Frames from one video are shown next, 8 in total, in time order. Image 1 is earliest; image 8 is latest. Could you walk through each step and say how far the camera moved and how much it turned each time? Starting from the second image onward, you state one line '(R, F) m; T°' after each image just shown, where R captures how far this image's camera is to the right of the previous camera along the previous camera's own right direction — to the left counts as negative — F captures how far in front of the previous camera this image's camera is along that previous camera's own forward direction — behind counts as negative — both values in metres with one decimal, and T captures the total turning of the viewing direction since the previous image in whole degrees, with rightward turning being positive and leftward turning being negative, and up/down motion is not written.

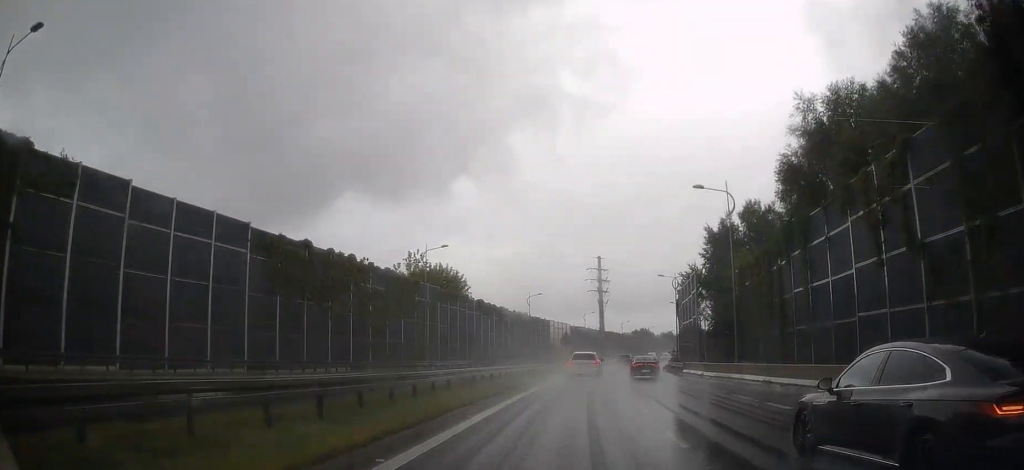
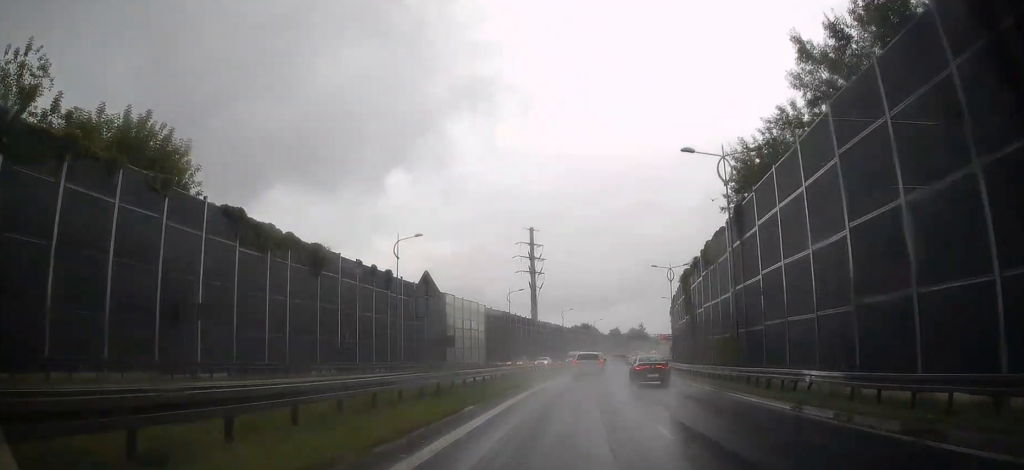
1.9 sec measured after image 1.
(+2.6, +47.7) m; +7°
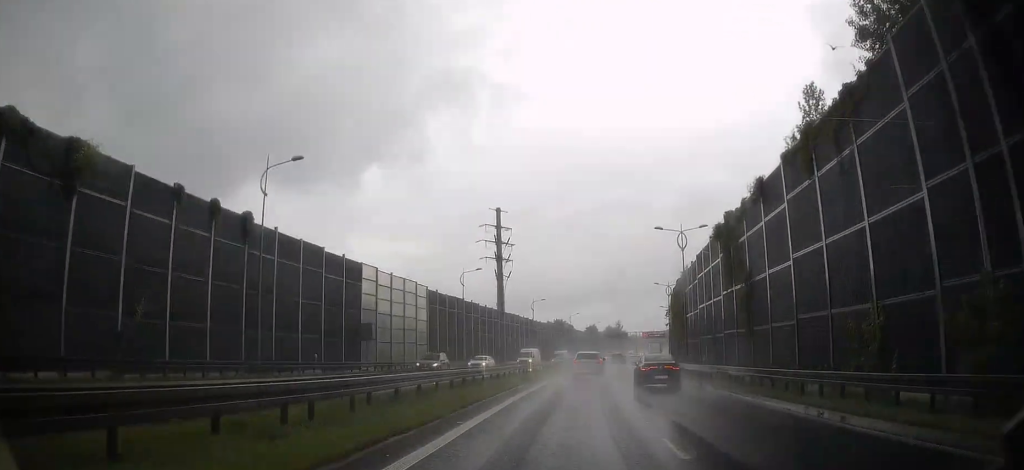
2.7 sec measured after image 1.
(+0.4, +20.2) m; +2°
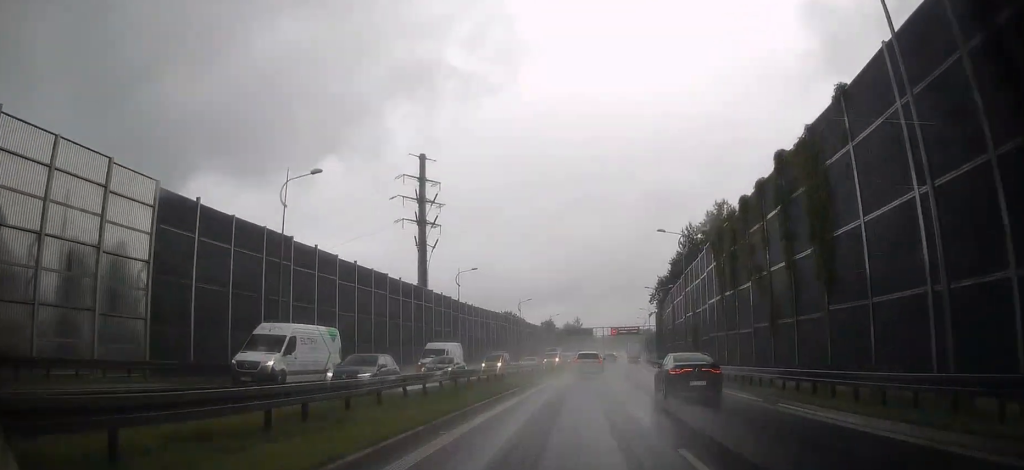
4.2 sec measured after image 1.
(+1.1, +37.3) m; +3°
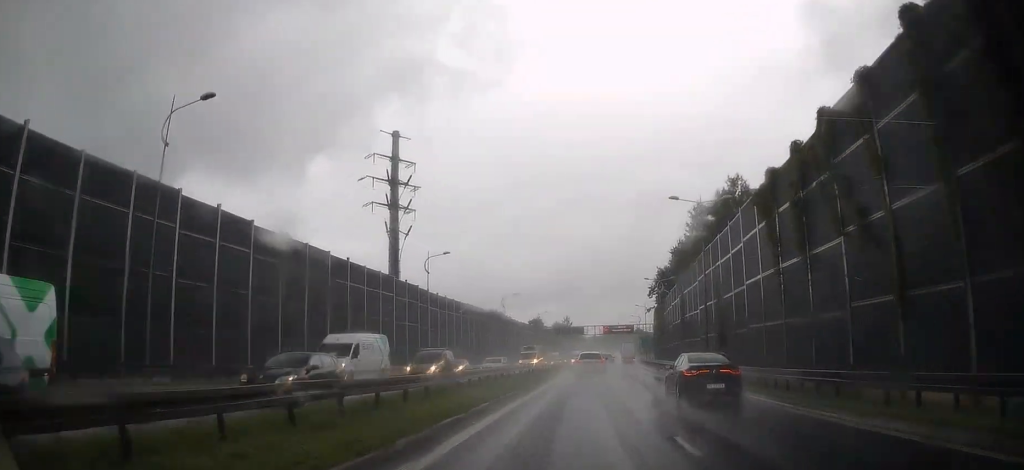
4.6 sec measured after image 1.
(0.0, +10.6) m; +1°
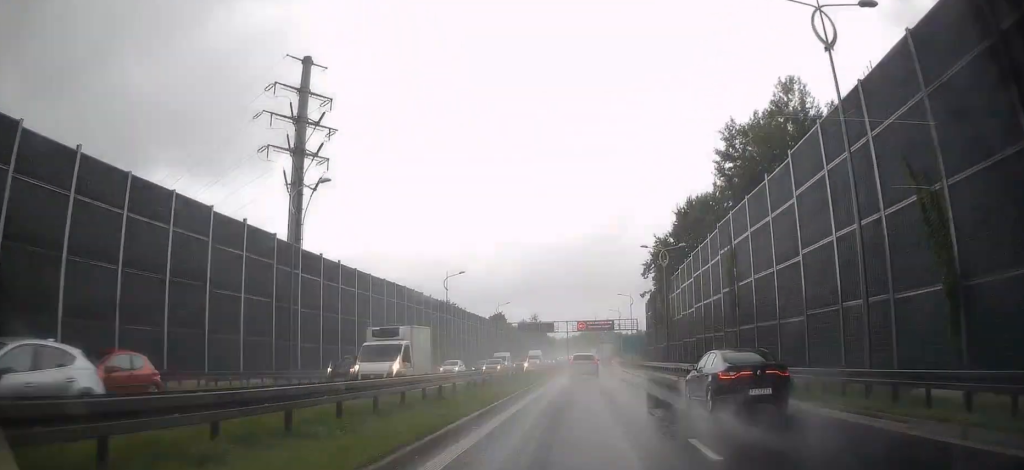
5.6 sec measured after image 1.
(+0.5, +23.6) m; +2°
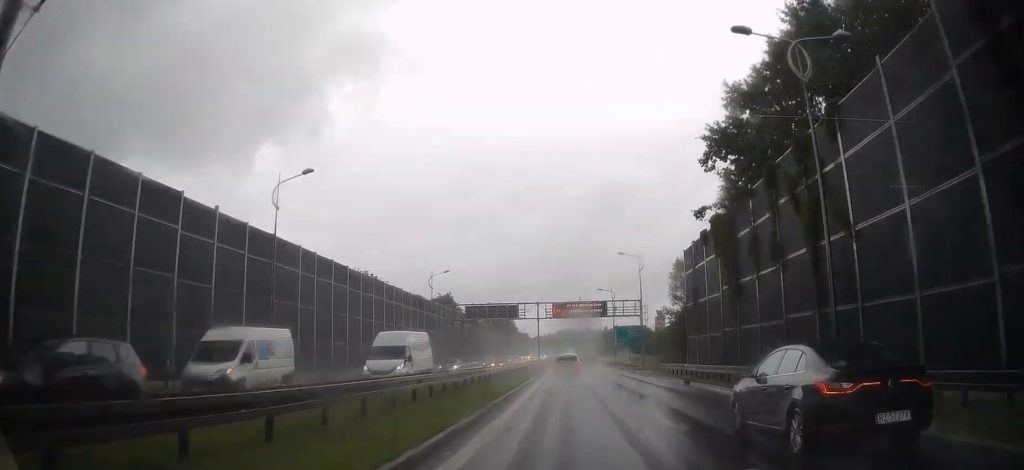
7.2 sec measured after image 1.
(+0.7, +38.8) m; +2°
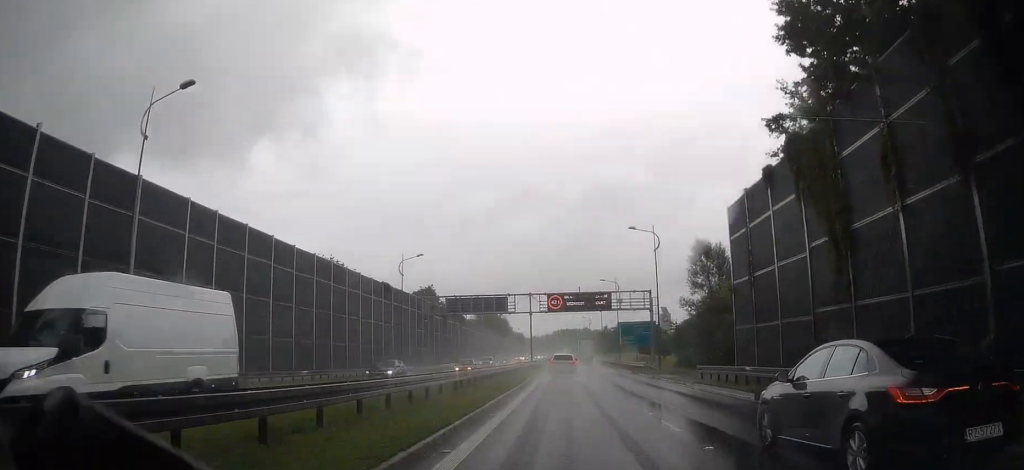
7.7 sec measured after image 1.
(+0.1, +12.0) m; 0°
